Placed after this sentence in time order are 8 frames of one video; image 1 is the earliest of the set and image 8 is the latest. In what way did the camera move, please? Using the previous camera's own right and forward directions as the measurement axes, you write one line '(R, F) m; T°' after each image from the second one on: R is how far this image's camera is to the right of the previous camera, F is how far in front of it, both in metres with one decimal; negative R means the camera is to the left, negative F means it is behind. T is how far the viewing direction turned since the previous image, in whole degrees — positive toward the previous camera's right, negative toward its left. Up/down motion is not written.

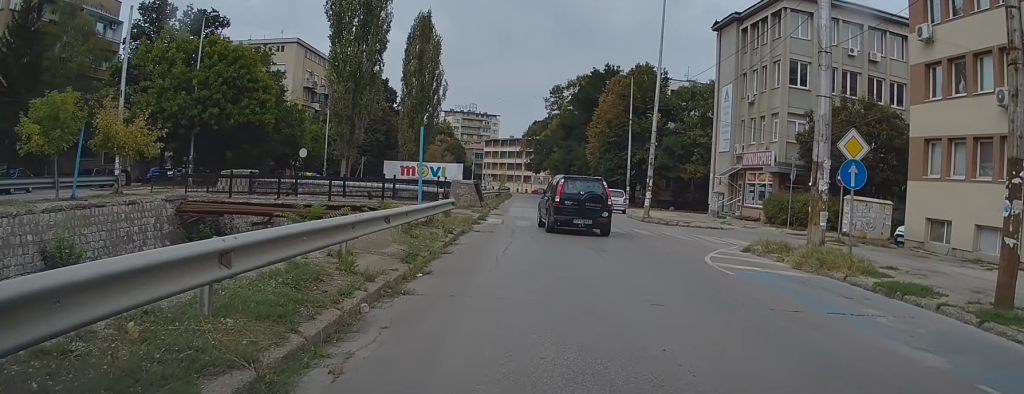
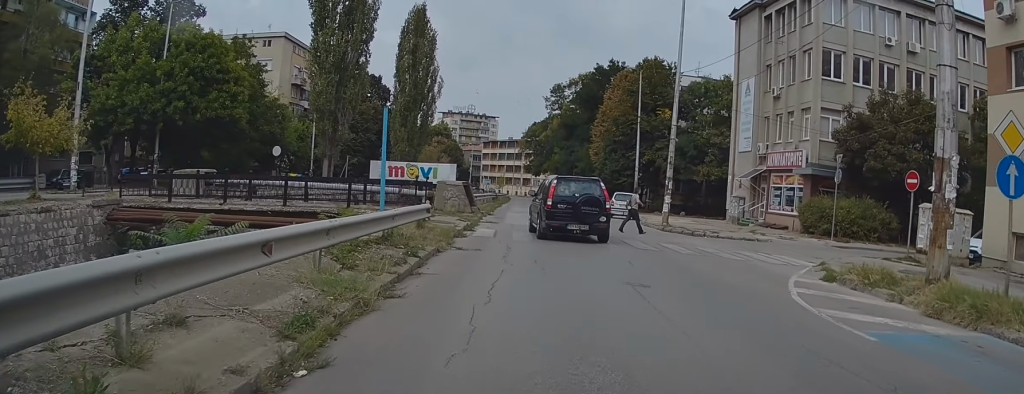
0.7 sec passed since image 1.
(0.0, +5.3) m; -1°
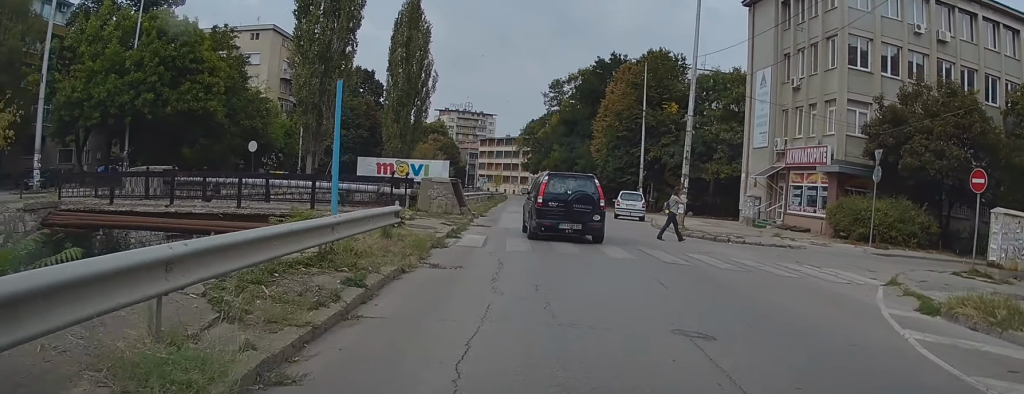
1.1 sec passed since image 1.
(0.0, +3.7) m; -1°
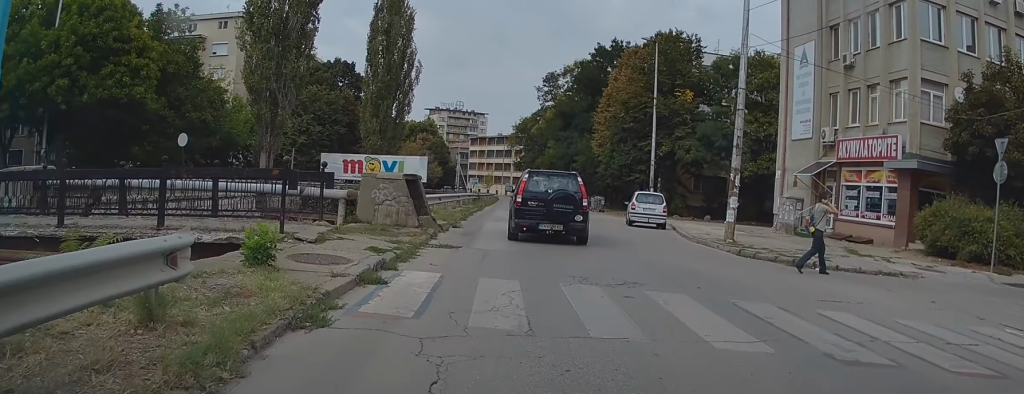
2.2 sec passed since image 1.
(-0.2, +8.2) m; -1°
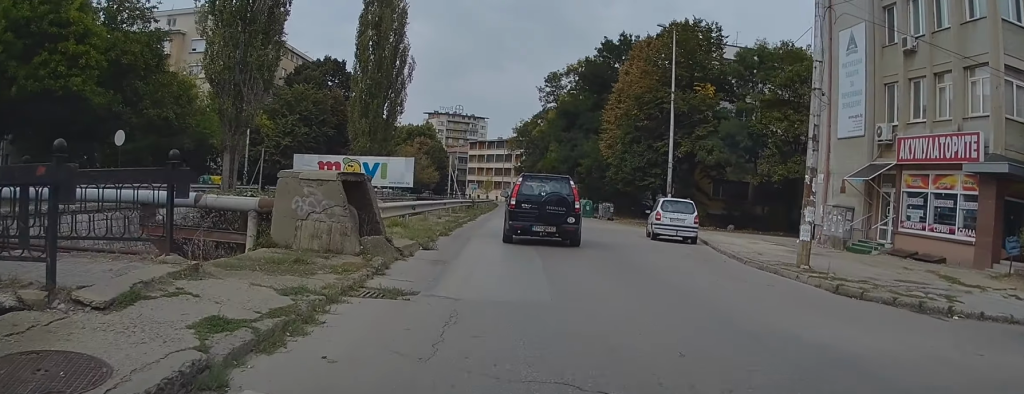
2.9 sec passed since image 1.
(0.0, +6.2) m; +1°
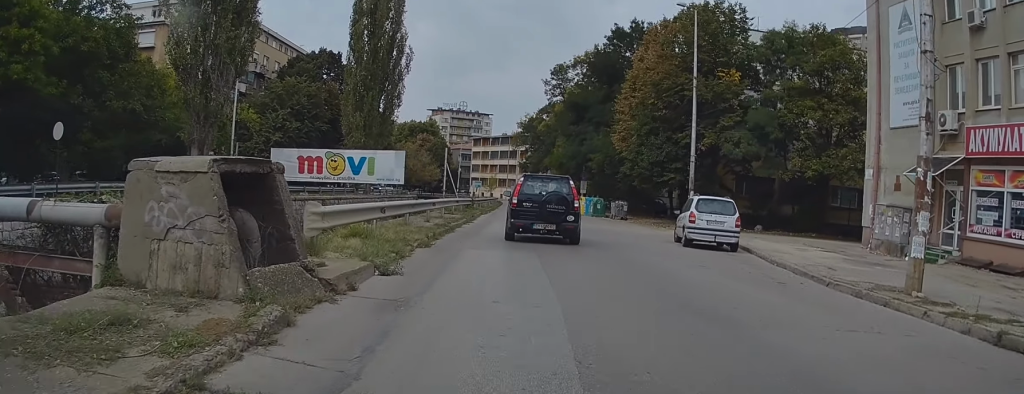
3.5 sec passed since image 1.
(0.0, +4.9) m; +1°
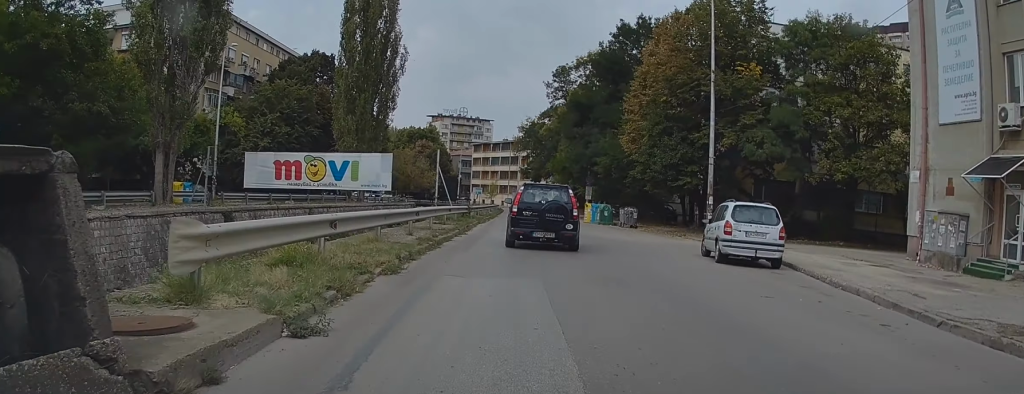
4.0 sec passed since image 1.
(+0.1, +3.9) m; +1°
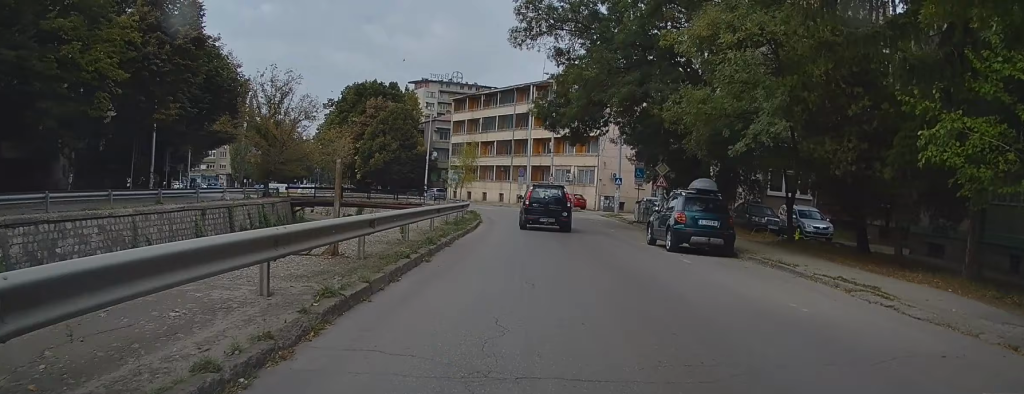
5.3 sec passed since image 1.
(0.0, +11.3) m; 0°
